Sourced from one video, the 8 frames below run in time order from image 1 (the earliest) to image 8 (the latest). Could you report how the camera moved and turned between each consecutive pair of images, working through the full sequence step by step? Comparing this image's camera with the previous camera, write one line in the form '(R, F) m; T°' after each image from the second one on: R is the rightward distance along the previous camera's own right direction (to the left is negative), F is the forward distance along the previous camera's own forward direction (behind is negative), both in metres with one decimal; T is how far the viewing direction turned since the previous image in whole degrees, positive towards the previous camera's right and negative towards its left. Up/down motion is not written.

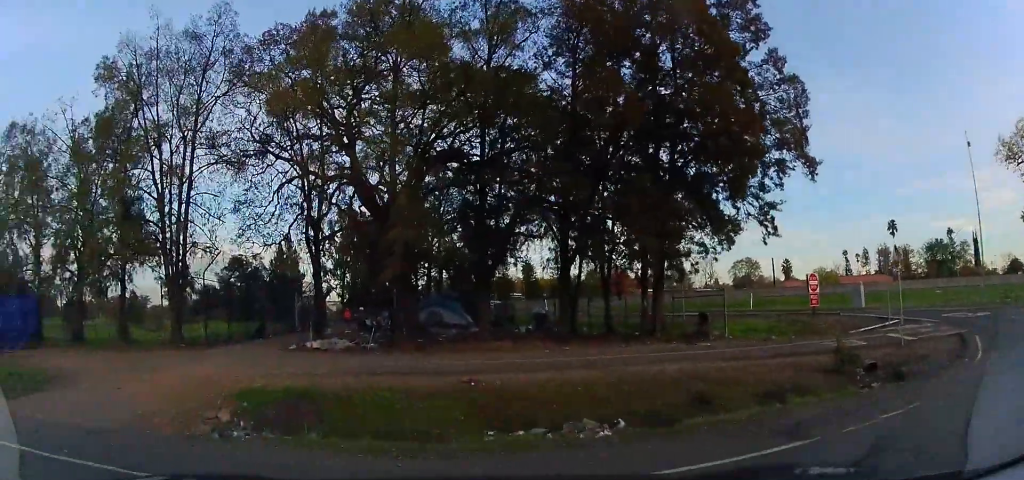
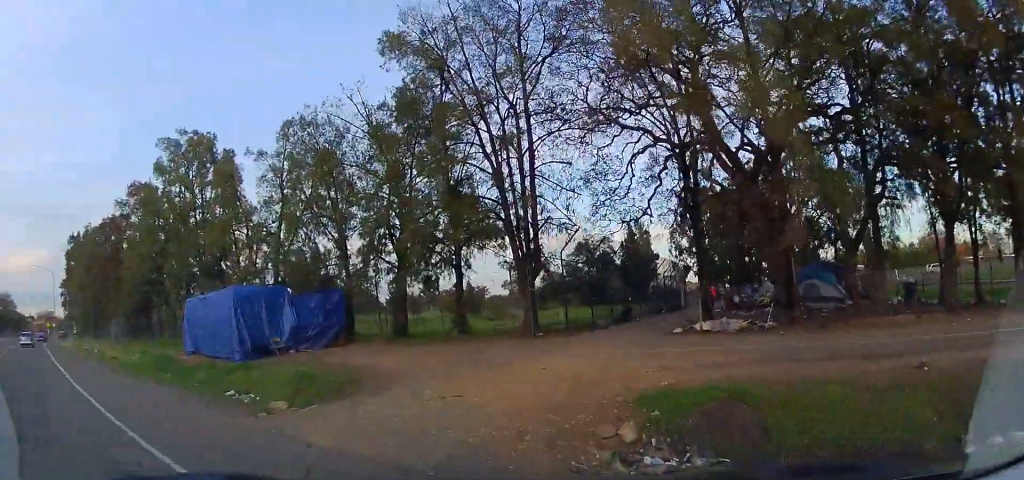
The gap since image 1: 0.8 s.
(-0.8, +2.5) m; -35°
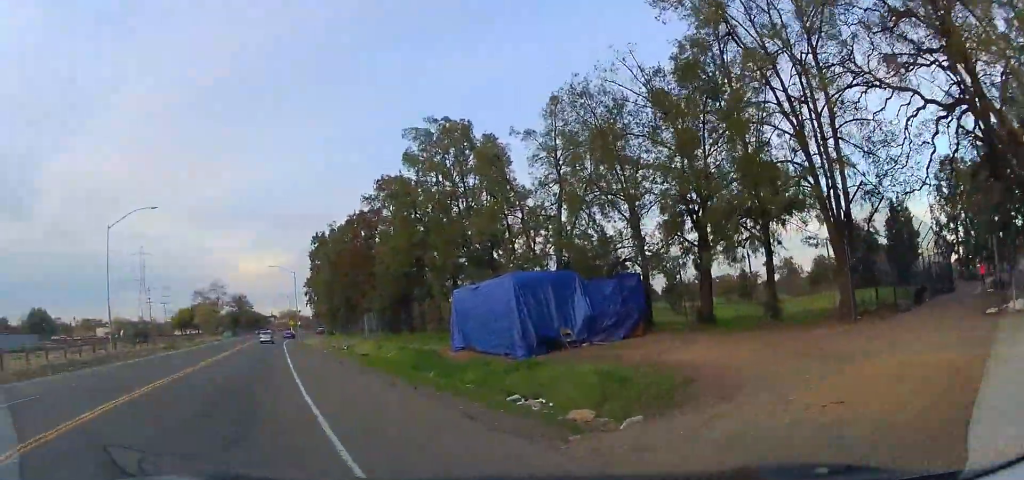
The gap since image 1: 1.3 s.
(-0.6, +1.9) m; -17°
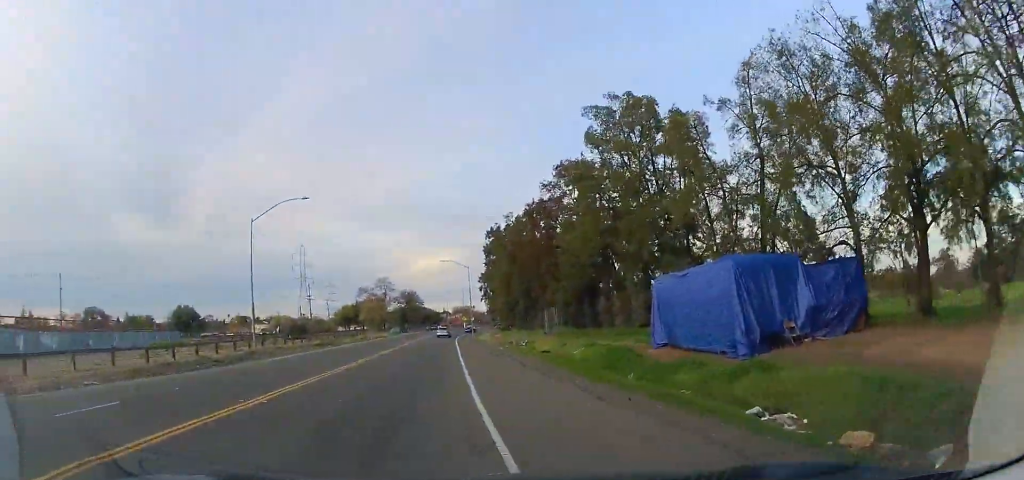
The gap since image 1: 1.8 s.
(-0.2, +2.0) m; -14°
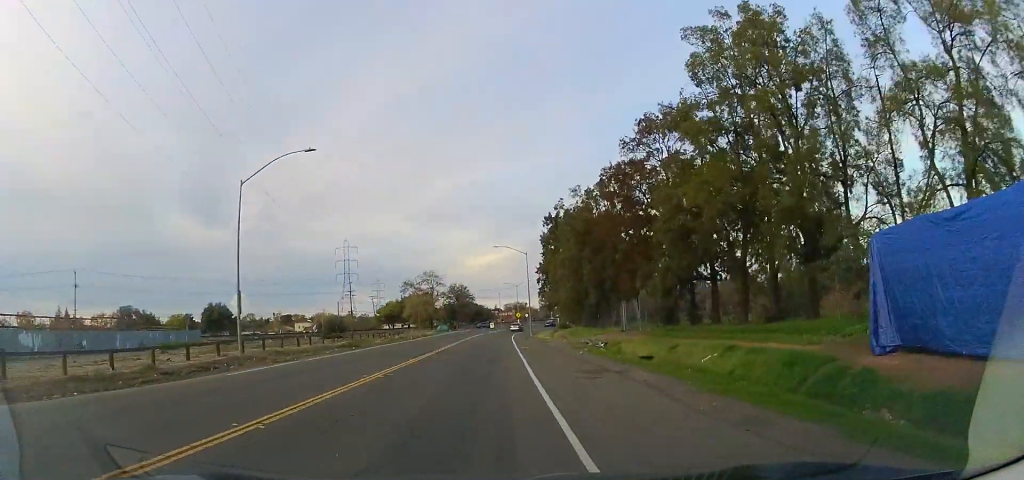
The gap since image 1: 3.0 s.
(-1.0, +7.3) m; -10°
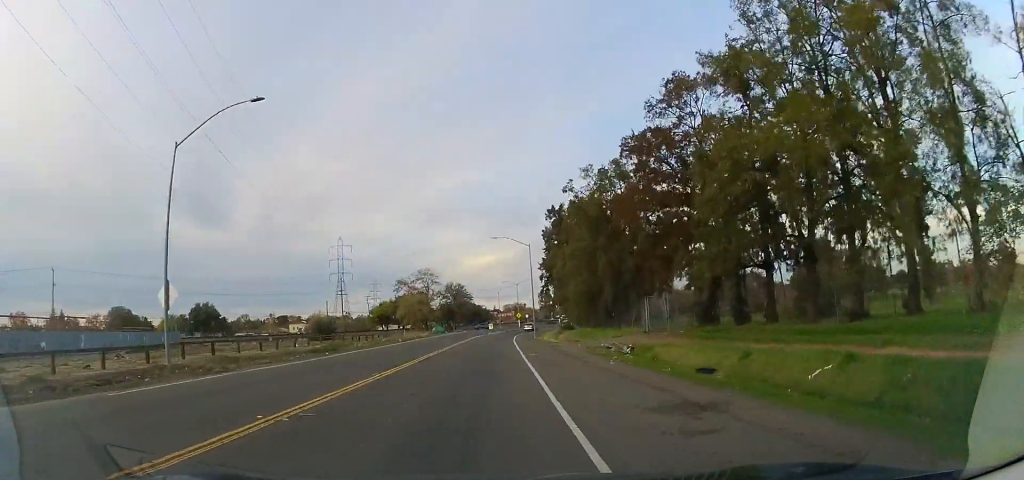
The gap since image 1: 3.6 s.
(0.0, +5.4) m; -3°
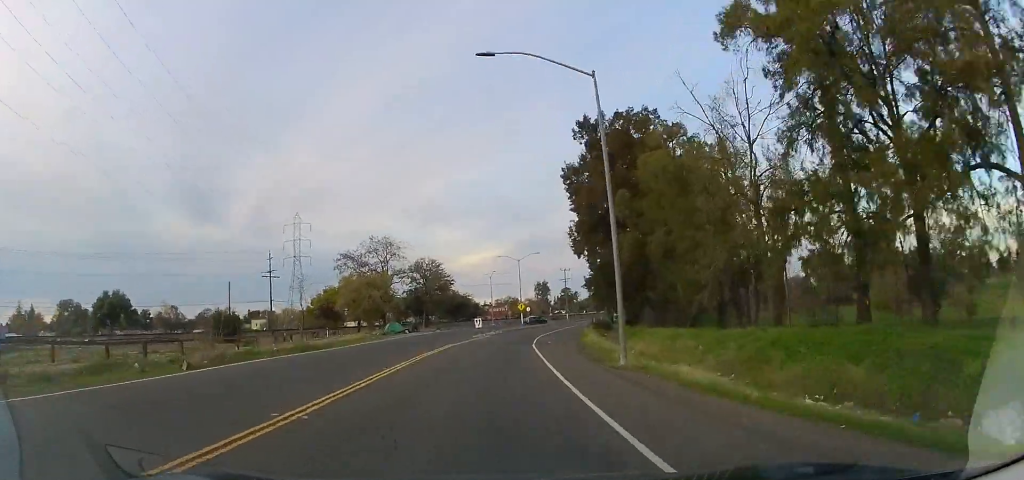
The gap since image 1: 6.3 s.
(+0.3, +34.6) m; +2°
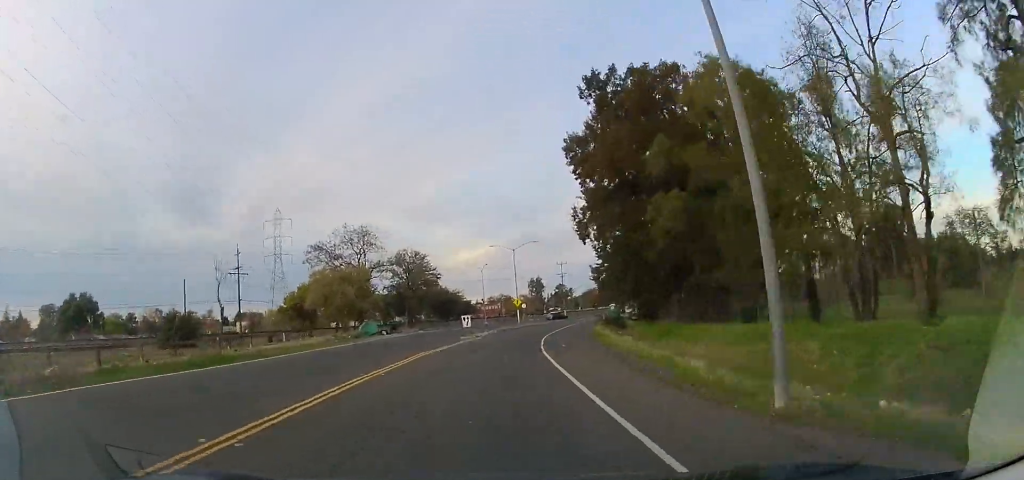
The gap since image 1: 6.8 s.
(-0.2, +9.4) m; 0°
